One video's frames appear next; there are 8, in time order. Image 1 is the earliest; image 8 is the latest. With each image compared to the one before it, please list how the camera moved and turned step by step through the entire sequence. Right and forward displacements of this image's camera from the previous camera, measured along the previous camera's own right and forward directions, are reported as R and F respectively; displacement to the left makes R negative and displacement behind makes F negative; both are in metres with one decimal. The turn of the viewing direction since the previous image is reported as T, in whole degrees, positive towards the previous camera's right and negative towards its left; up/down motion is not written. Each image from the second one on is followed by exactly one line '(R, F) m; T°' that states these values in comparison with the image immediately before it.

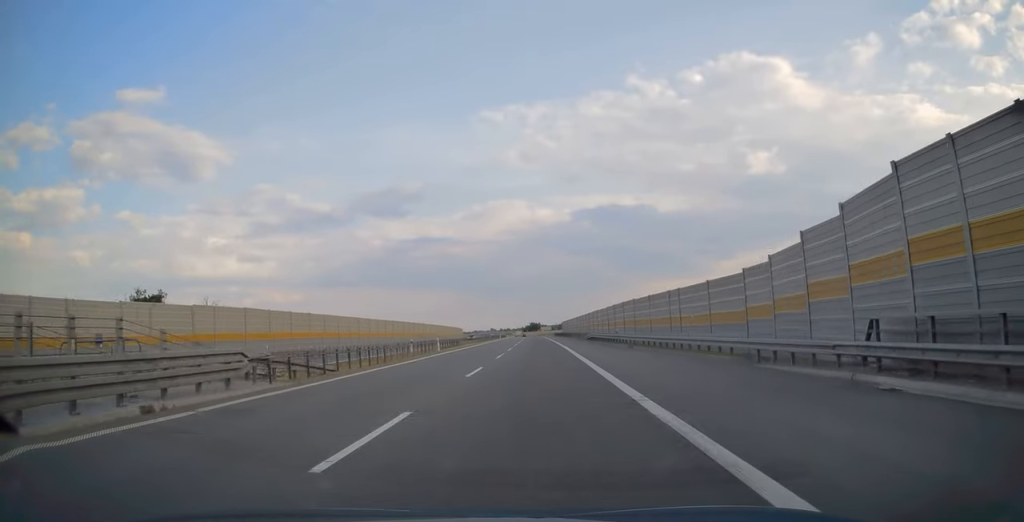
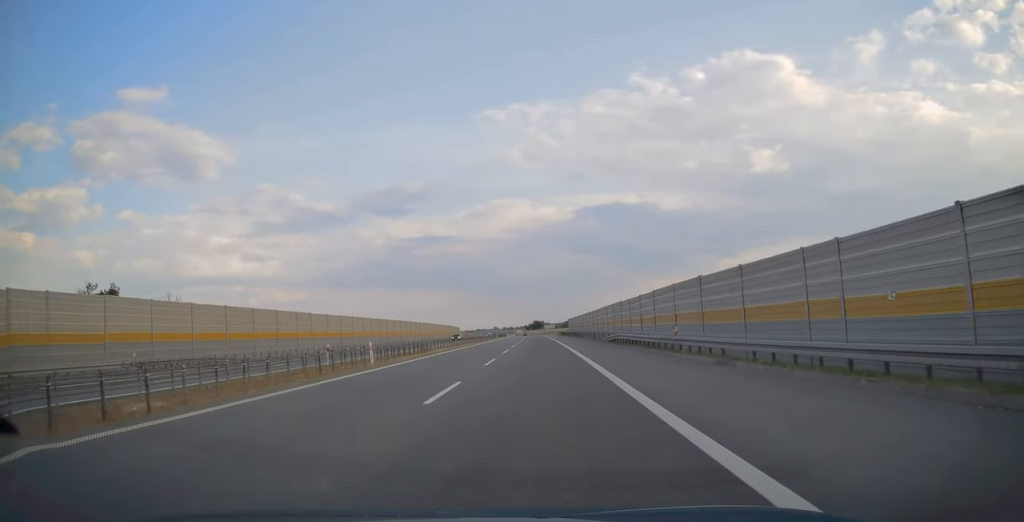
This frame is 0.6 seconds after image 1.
(0.0, +18.7) m; 0°
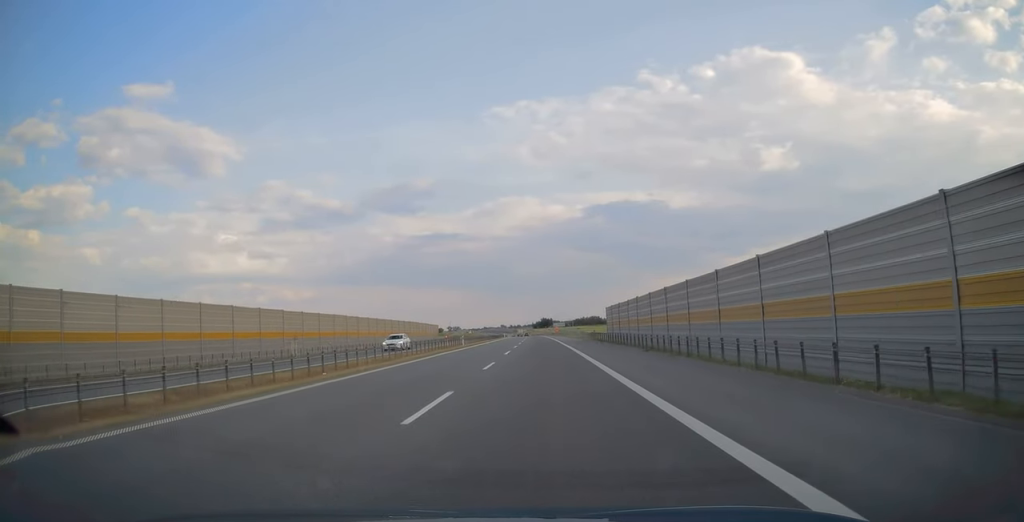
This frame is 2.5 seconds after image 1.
(-0.6, +62.4) m; -1°
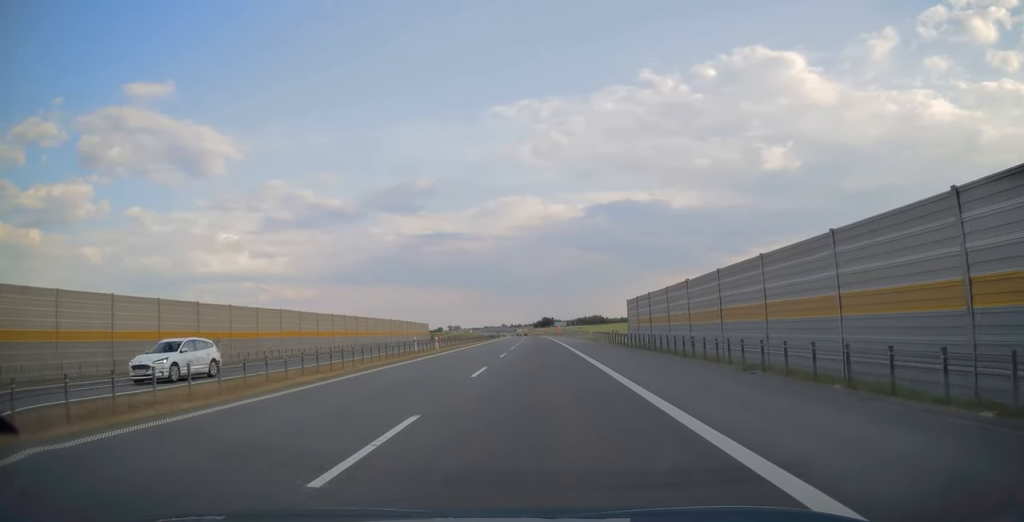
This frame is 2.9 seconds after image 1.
(0.0, +15.3) m; 0°
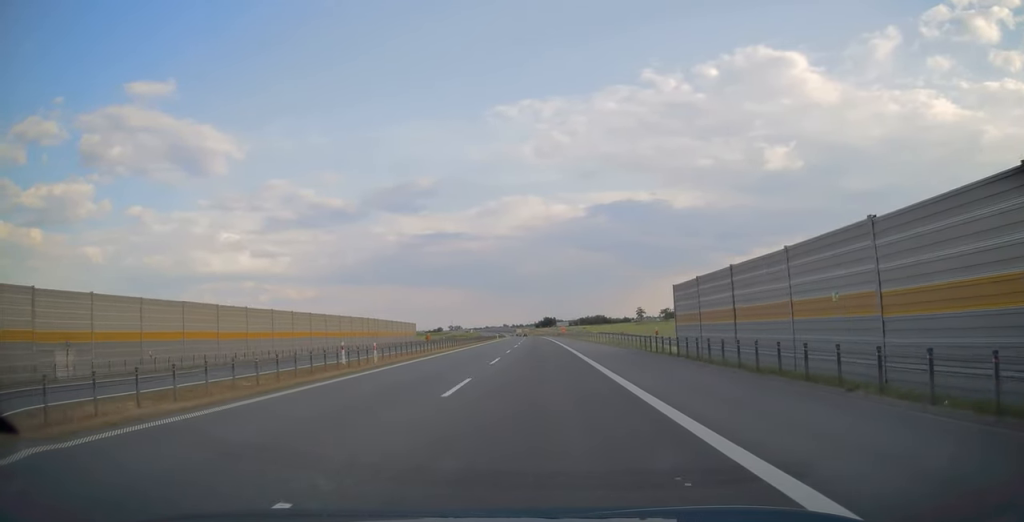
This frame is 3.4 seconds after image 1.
(0.0, +16.9) m; 0°
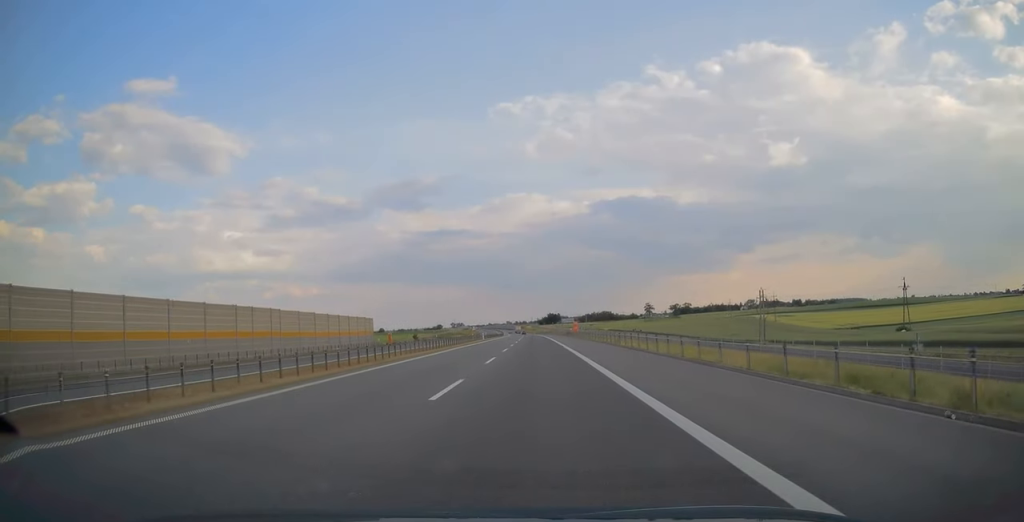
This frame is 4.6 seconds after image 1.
(-0.1, +36.8) m; 0°
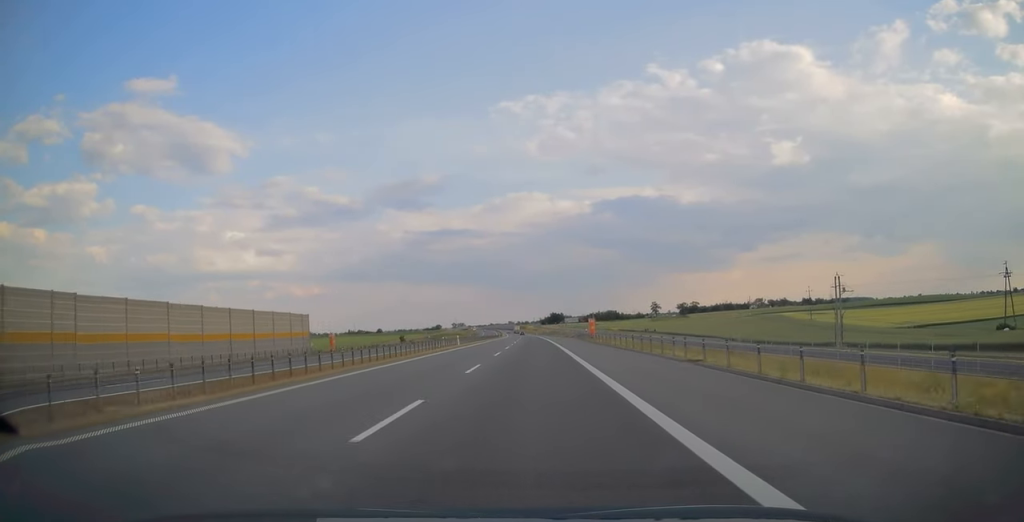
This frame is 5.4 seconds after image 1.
(-0.1, +28.5) m; 0°
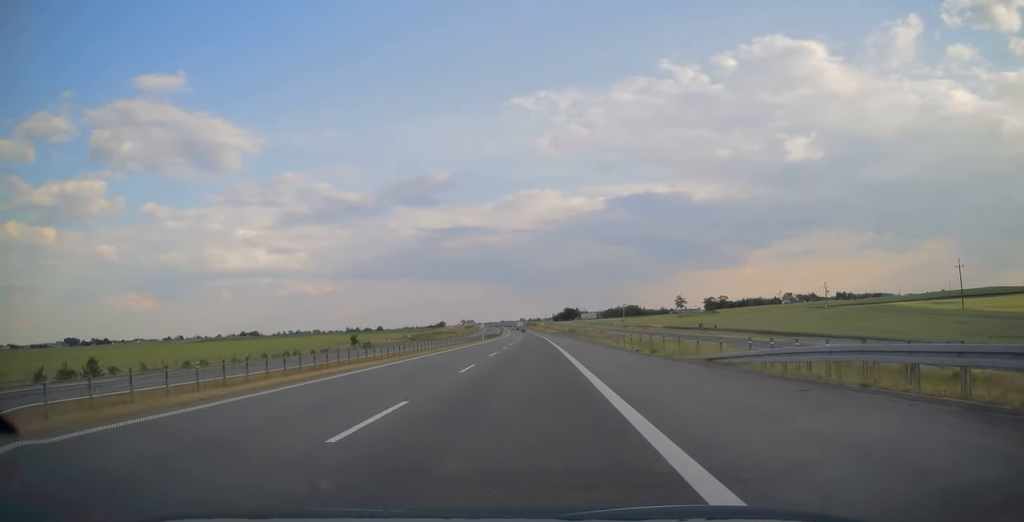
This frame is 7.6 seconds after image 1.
(-0.4, +71.8) m; -1°
